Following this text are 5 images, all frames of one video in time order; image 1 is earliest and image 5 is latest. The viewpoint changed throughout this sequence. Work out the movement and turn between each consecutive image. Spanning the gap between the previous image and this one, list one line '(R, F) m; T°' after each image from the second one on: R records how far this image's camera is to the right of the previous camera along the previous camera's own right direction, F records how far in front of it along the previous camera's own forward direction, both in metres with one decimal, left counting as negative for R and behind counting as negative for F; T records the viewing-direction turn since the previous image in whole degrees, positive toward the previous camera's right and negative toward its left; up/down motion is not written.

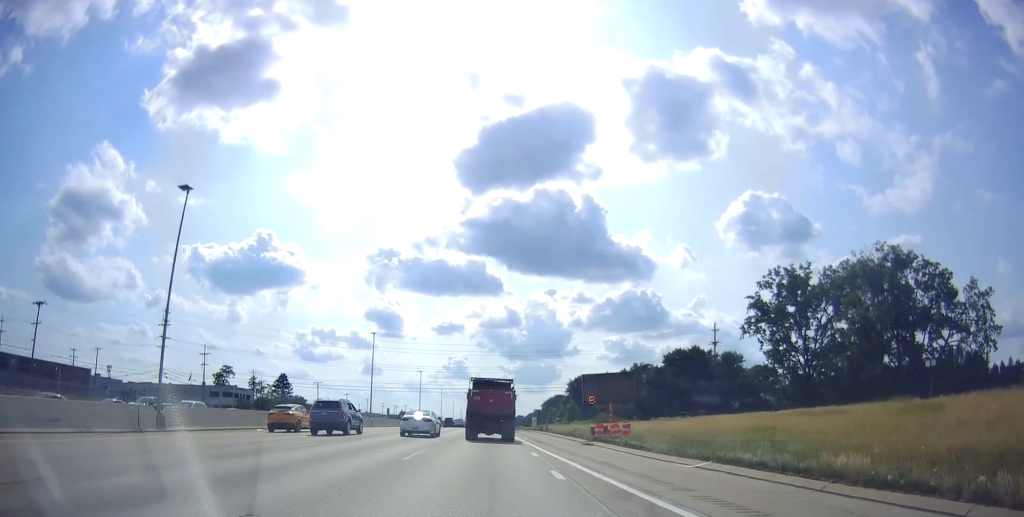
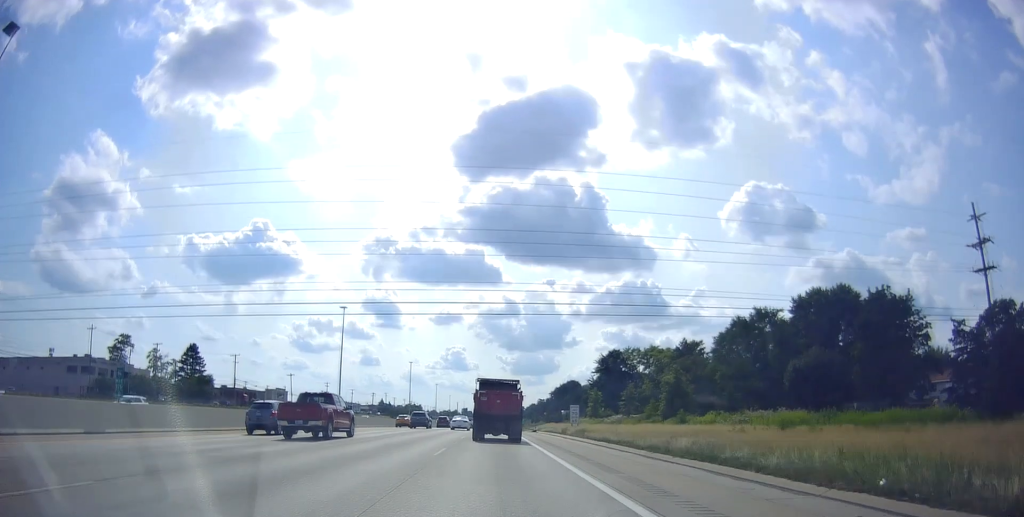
(+0.9, +72.9) m; 0°
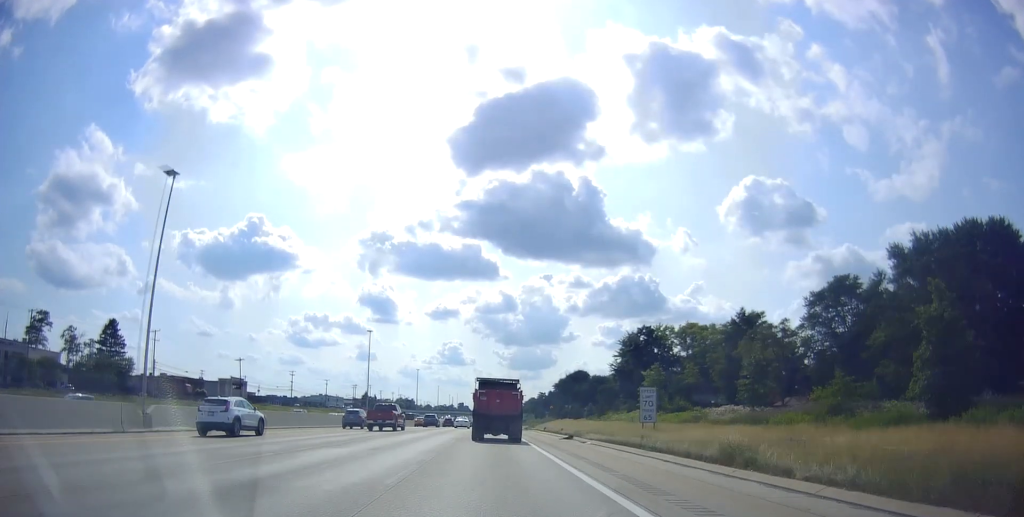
(0.0, +38.2) m; +1°
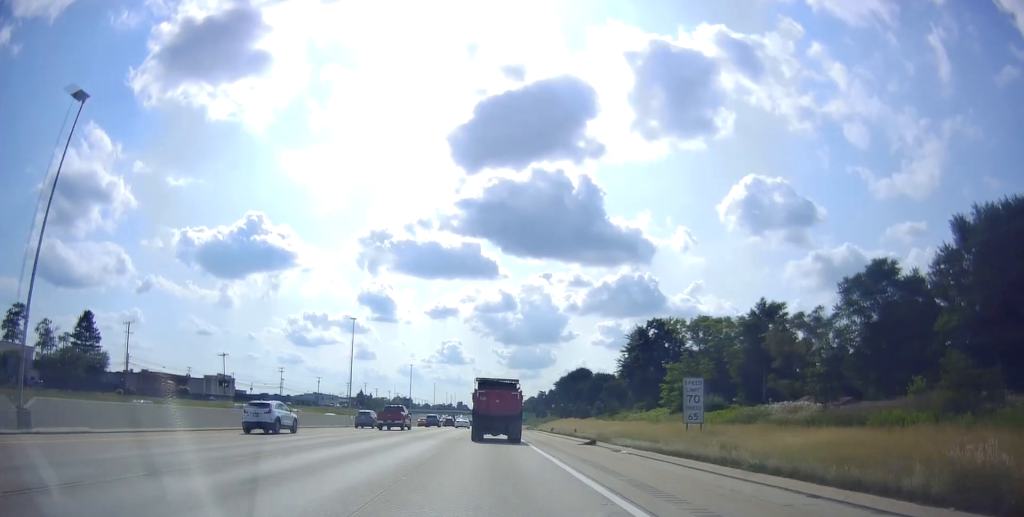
(+0.1, +9.5) m; +1°
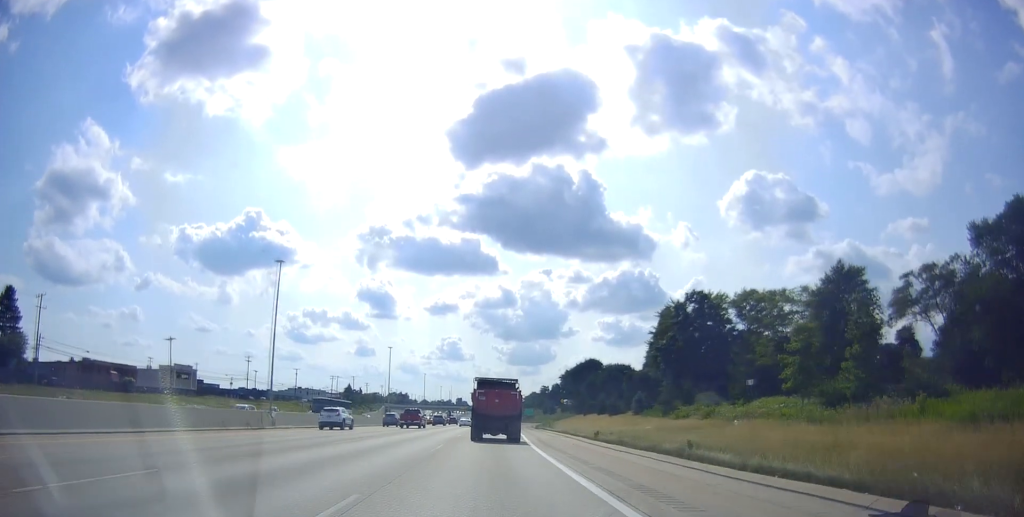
(+0.5, +26.3) m; +1°
